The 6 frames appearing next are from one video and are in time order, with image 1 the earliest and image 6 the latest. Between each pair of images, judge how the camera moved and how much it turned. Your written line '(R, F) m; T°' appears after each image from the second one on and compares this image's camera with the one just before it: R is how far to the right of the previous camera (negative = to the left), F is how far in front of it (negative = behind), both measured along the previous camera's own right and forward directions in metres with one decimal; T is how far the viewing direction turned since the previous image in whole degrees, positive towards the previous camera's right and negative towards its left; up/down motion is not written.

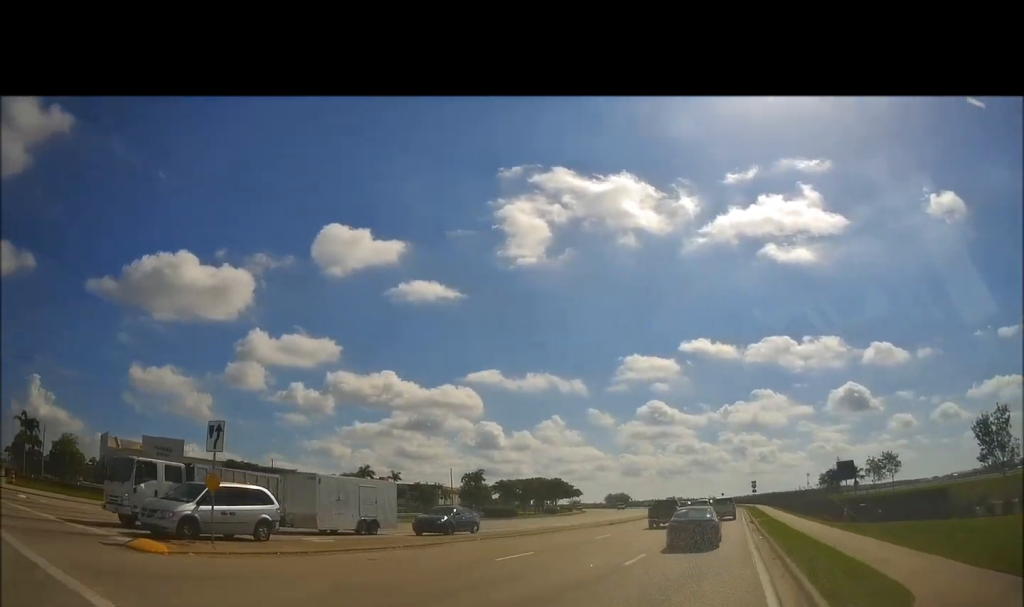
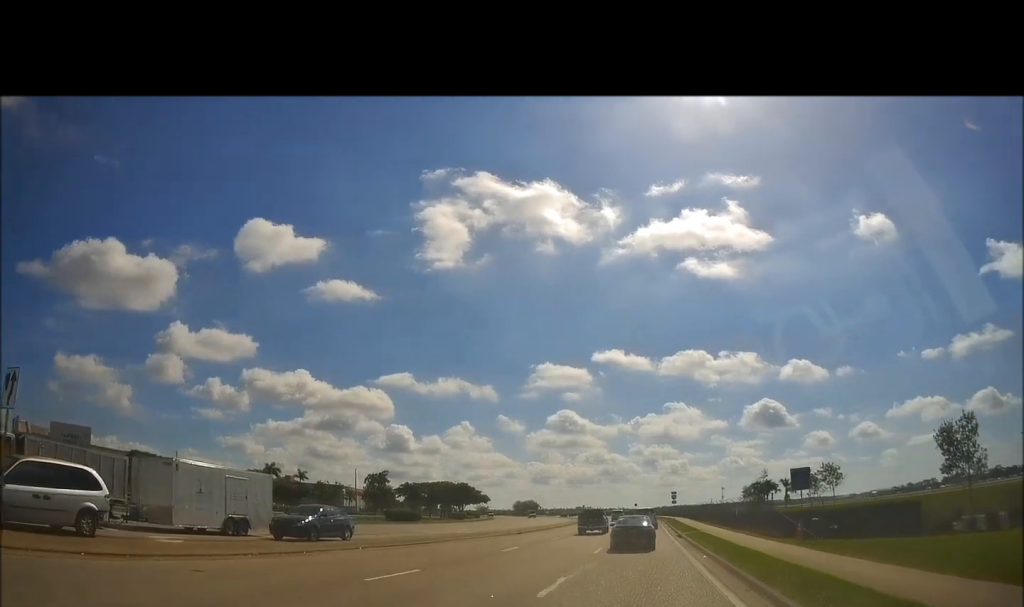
(+0.4, +4.5) m; +5°
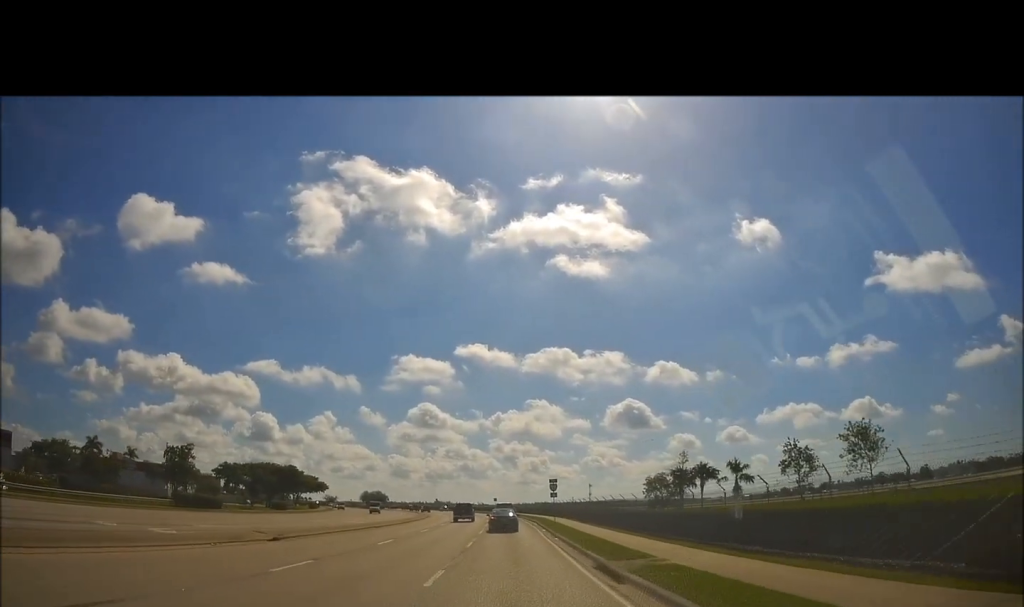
(+3.7, +23.0) m; +14°
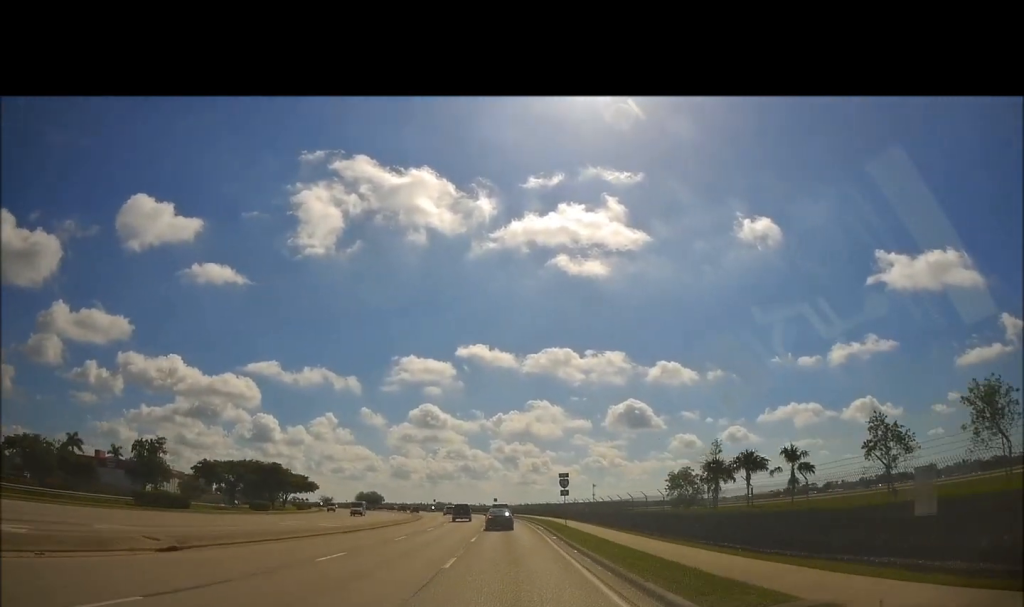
(+0.3, +8.6) m; +1°
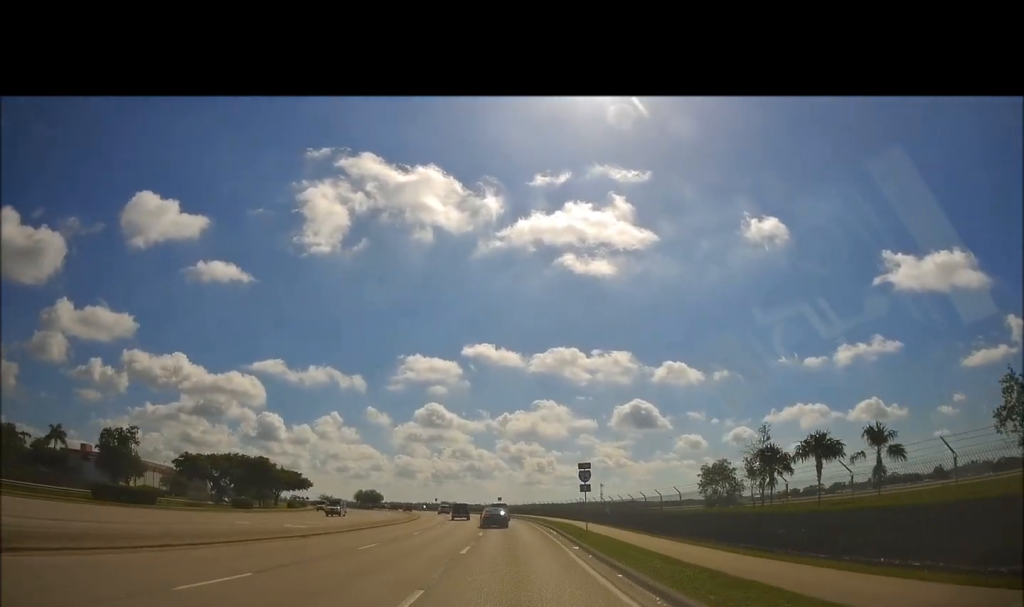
(-0.2, +8.3) m; -1°
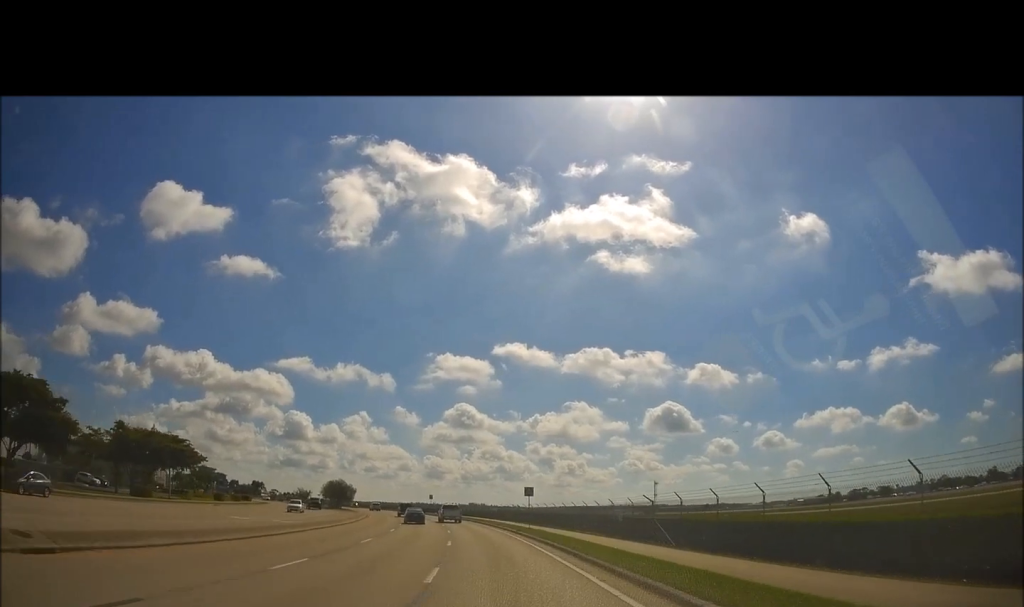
(-1.7, +58.1) m; -4°
